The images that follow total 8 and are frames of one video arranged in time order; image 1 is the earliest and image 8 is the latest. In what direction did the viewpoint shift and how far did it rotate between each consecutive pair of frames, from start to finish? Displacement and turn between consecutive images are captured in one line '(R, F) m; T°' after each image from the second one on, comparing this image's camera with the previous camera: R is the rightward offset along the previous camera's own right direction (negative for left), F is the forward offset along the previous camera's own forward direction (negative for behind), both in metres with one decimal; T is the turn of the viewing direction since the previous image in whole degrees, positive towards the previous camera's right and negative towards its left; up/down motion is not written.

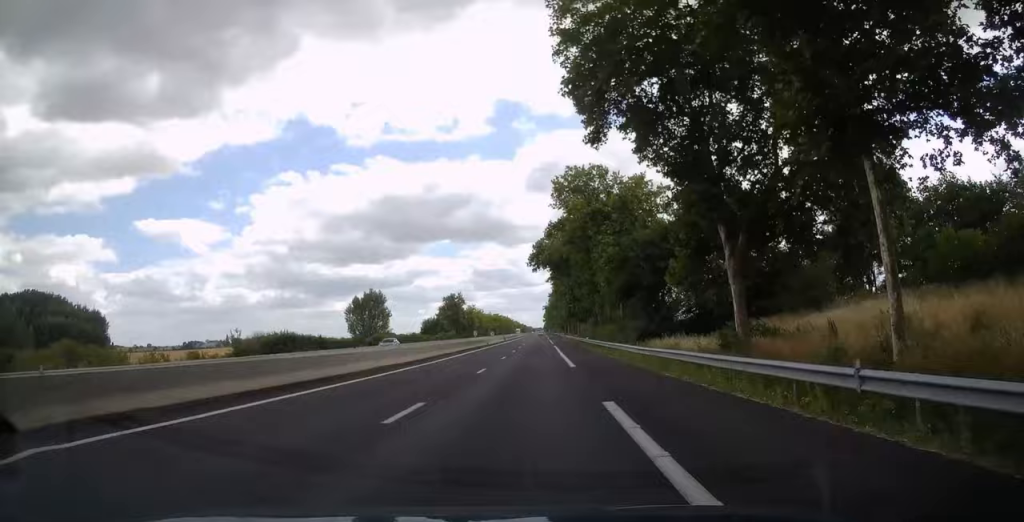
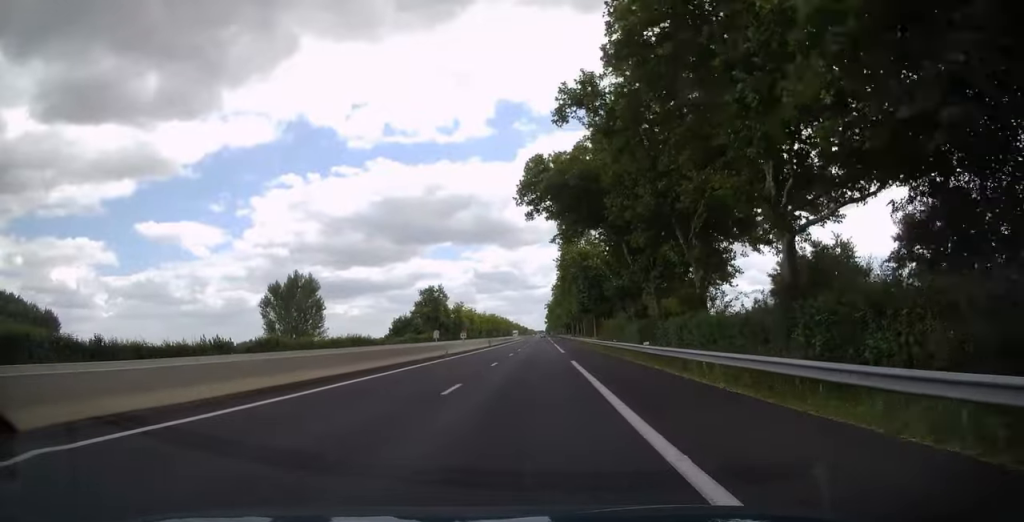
(-0.2, +34.8) m; 0°
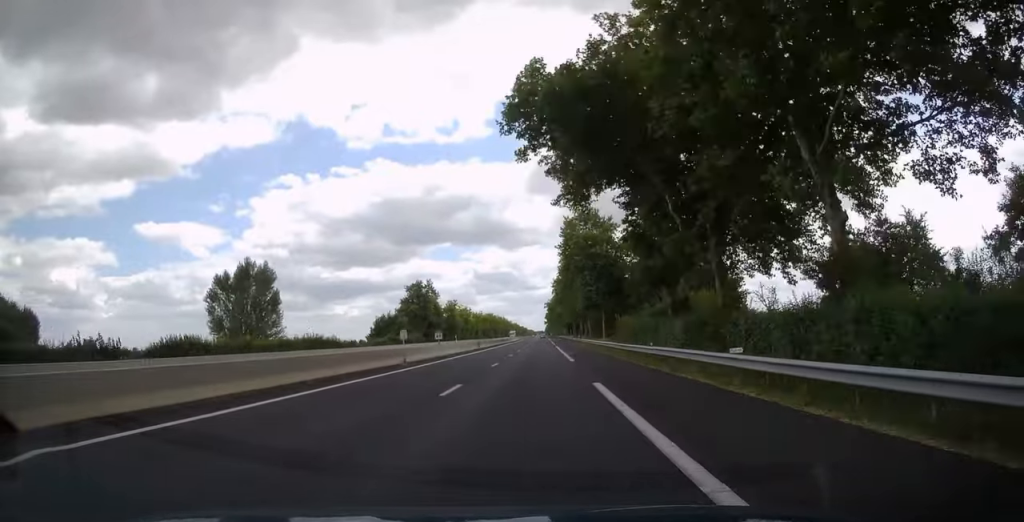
(0.0, +13.3) m; 0°
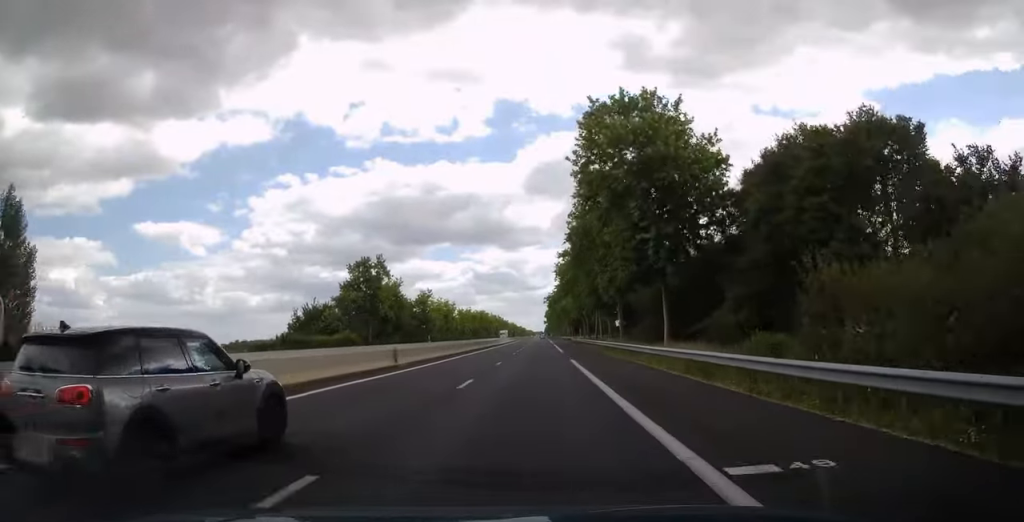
(+0.1, +37.3) m; 0°
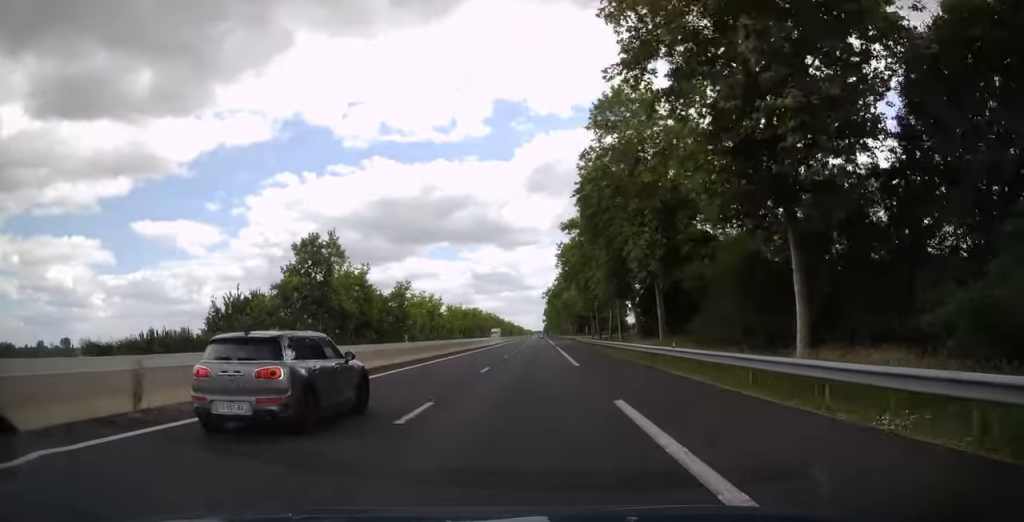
(0.0, +19.6) m; 0°
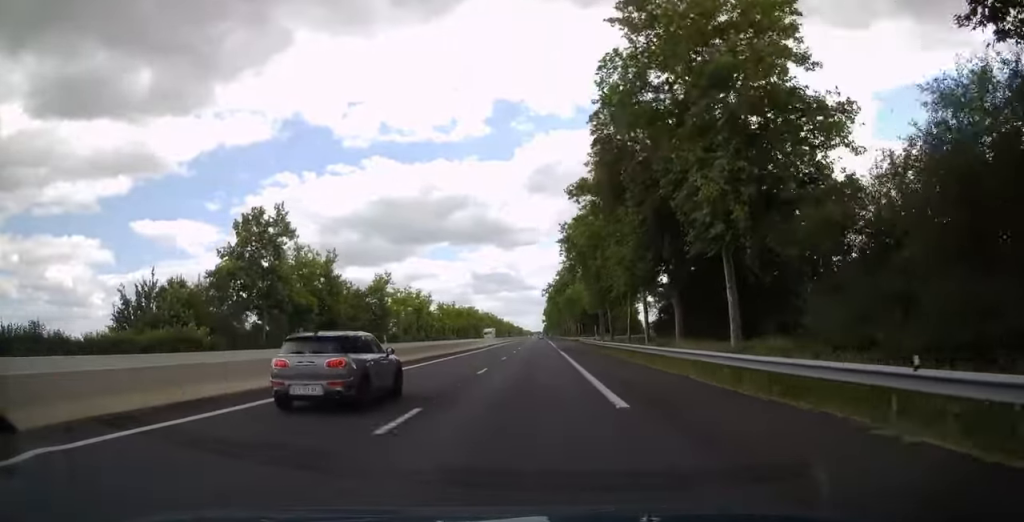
(+0.1, +14.2) m; 0°
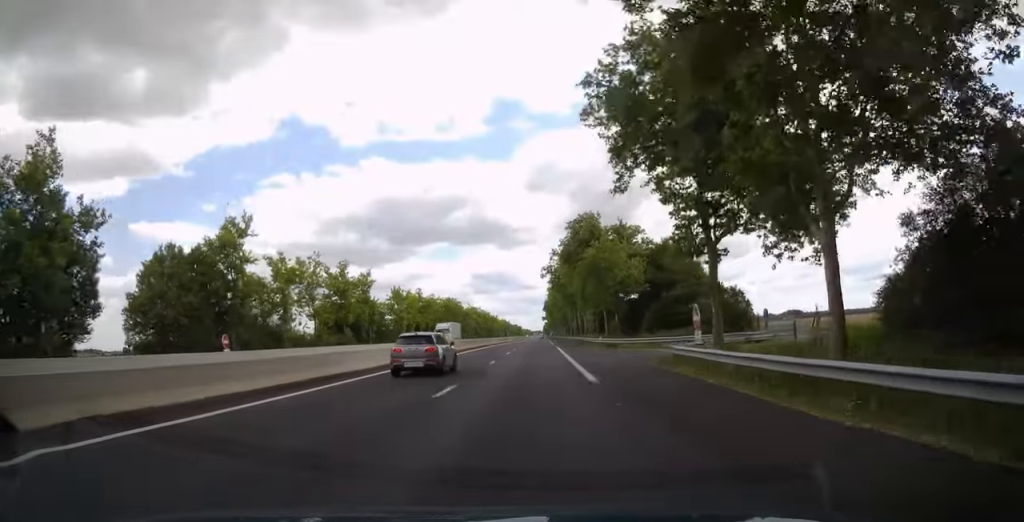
(-0.1, +47.4) m; 0°
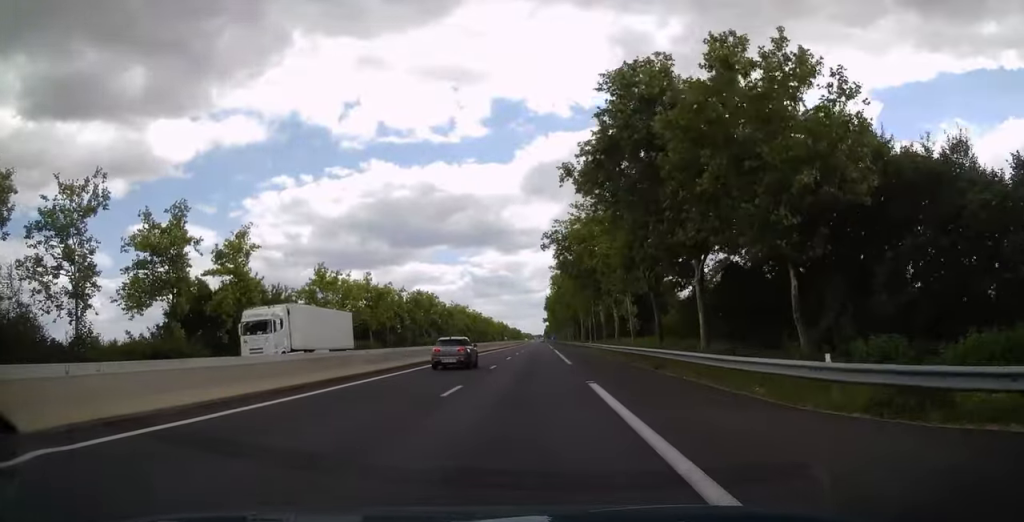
(0.0, +38.2) m; 0°
